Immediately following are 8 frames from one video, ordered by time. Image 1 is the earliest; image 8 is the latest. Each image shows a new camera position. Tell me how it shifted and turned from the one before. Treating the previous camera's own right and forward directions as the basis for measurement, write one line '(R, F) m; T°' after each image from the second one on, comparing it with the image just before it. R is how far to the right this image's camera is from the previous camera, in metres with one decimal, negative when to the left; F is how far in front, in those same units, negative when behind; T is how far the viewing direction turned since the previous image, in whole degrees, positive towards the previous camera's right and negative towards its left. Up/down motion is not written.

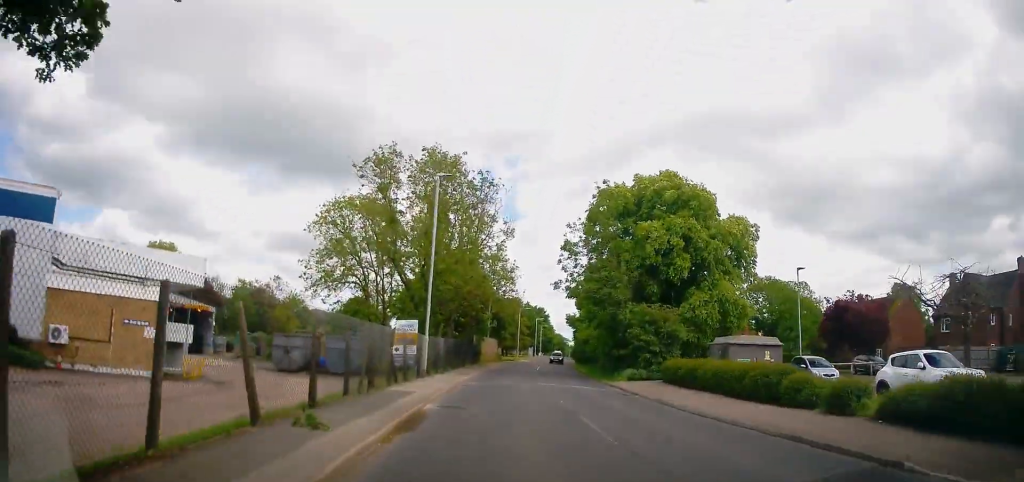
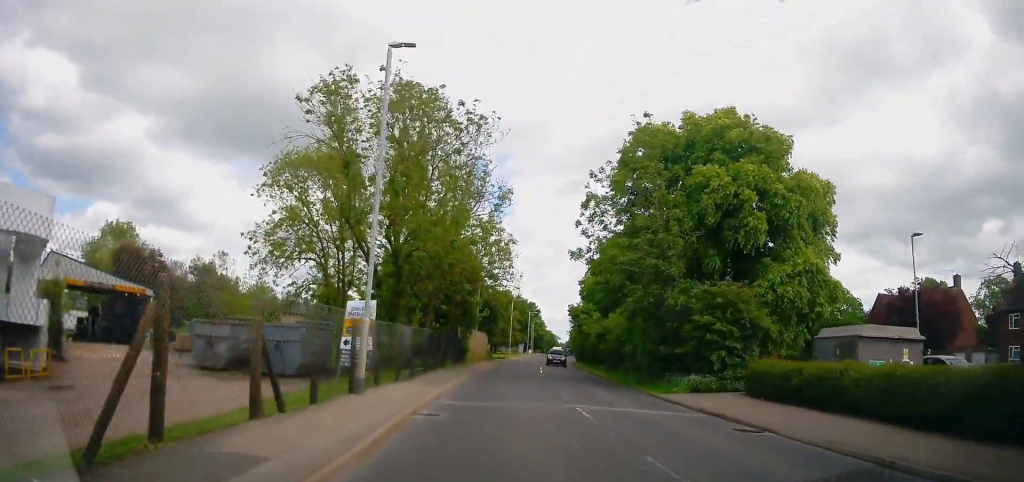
(+0.3, +9.4) m; +4°
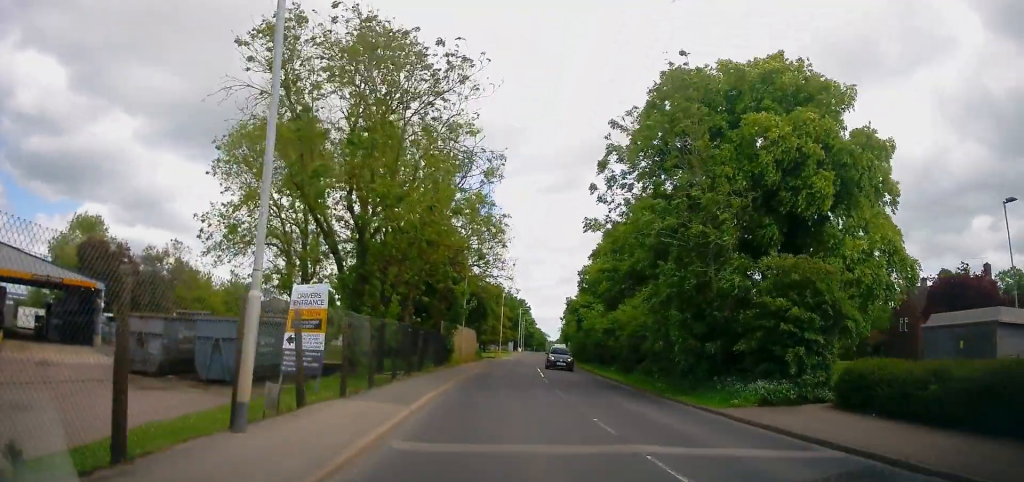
(+0.1, +3.9) m; -1°
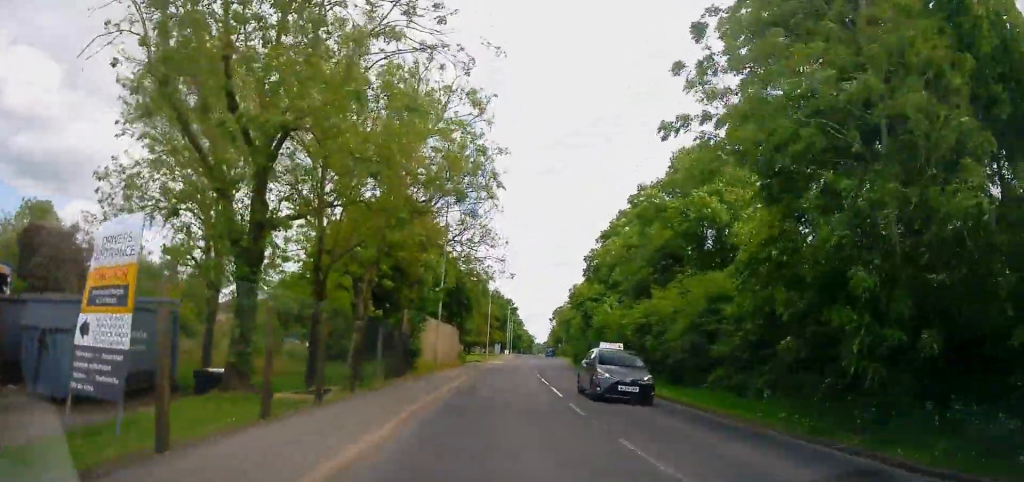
(-0.3, +9.2) m; -2°
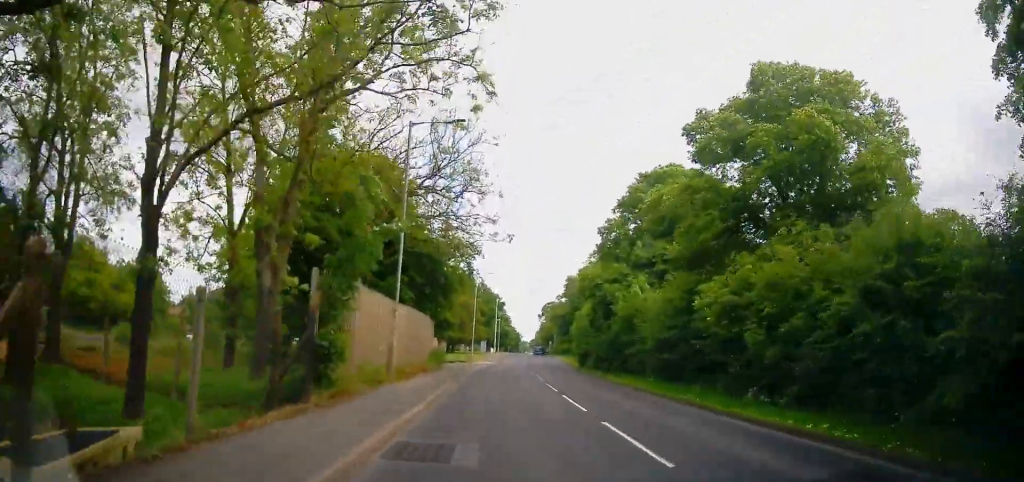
(-0.1, +12.5) m; +2°
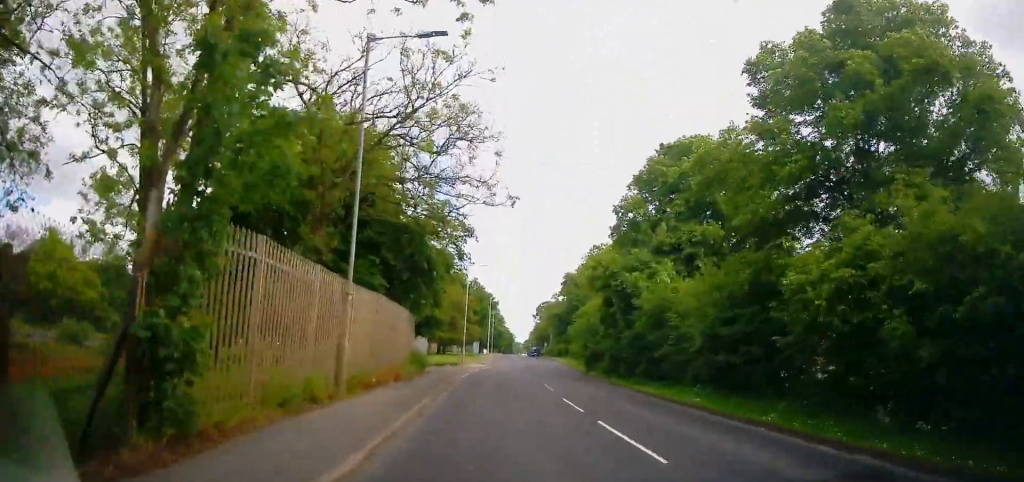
(+0.1, +6.5) m; +2°
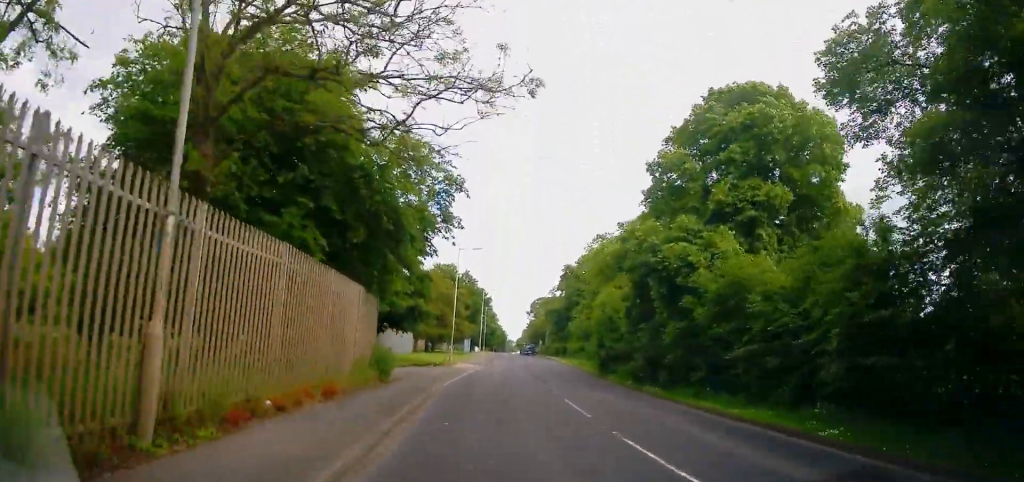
(+0.2, +7.9) m; +1°
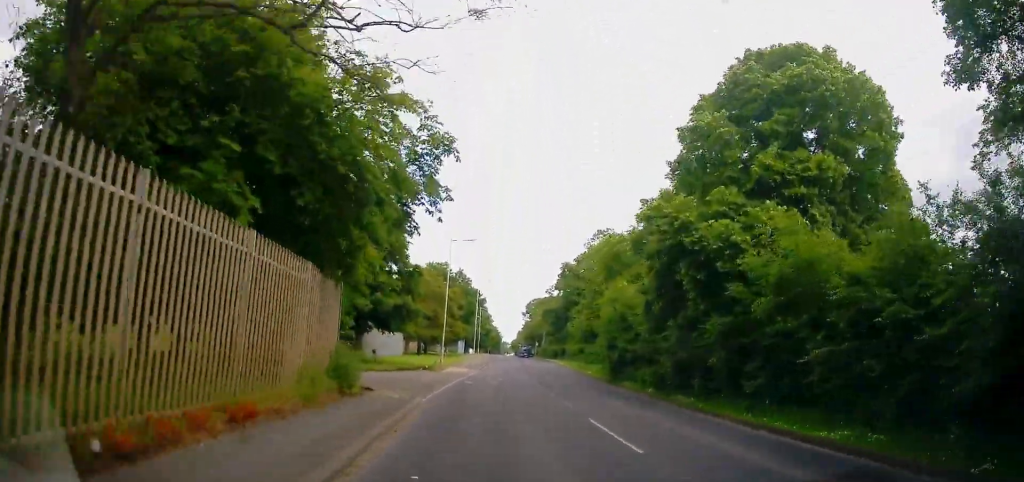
(0.0, +4.1) m; 0°
